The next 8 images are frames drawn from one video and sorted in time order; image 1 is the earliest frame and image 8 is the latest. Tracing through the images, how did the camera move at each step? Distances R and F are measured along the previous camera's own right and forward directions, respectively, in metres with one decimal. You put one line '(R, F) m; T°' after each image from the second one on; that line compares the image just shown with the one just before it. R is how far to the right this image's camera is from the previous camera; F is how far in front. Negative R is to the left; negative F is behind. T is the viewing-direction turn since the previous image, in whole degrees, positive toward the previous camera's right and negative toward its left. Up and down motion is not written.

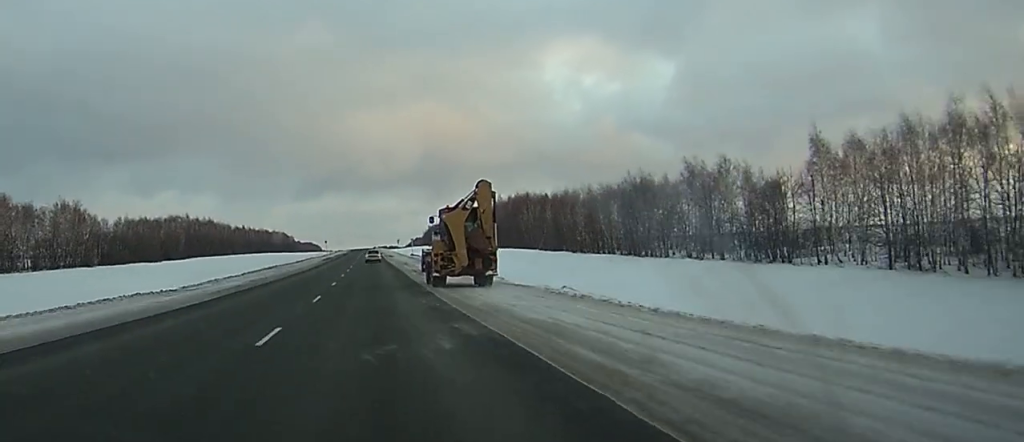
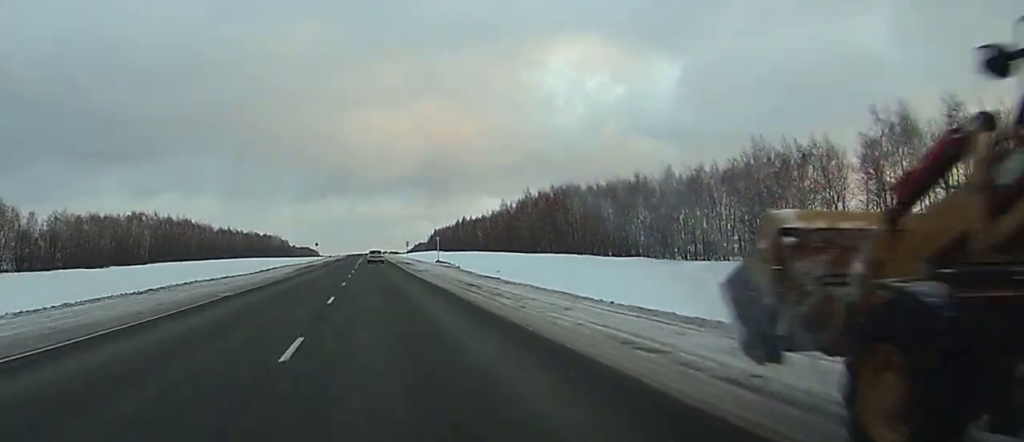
(-0.3, +49.7) m; 0°
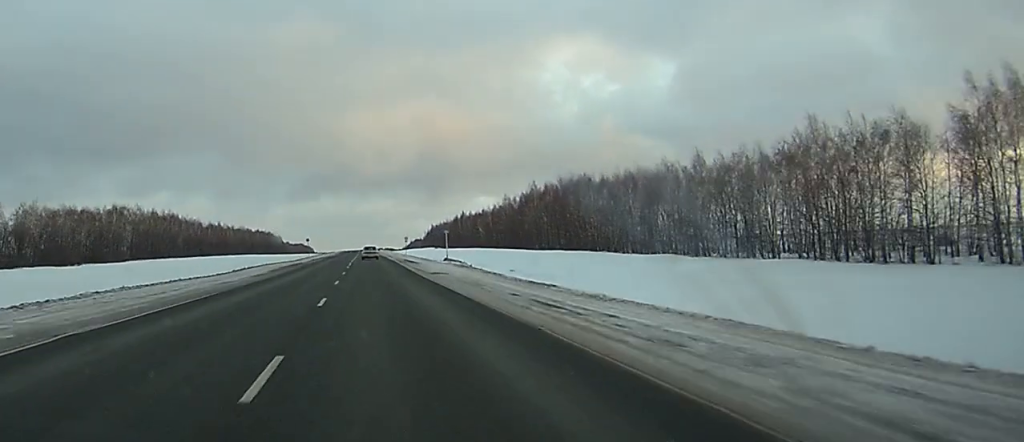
(0.0, +15.0) m; 0°
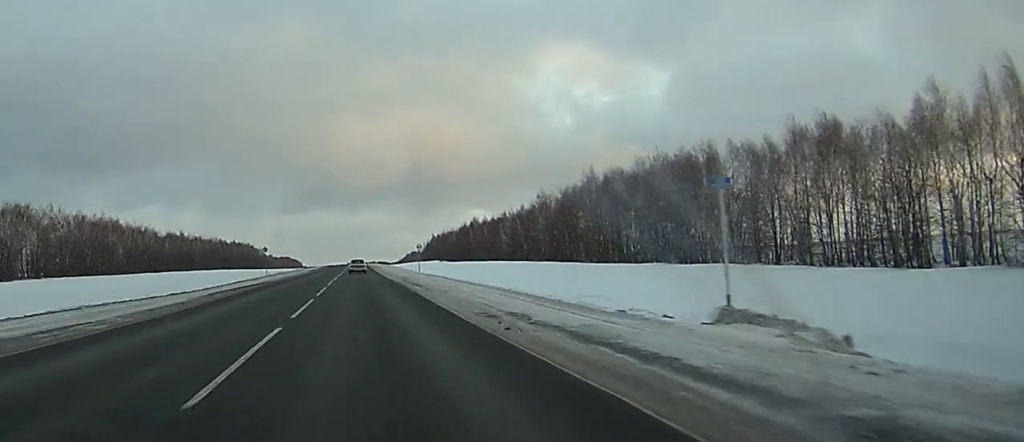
(+0.5, +65.4) m; +1°
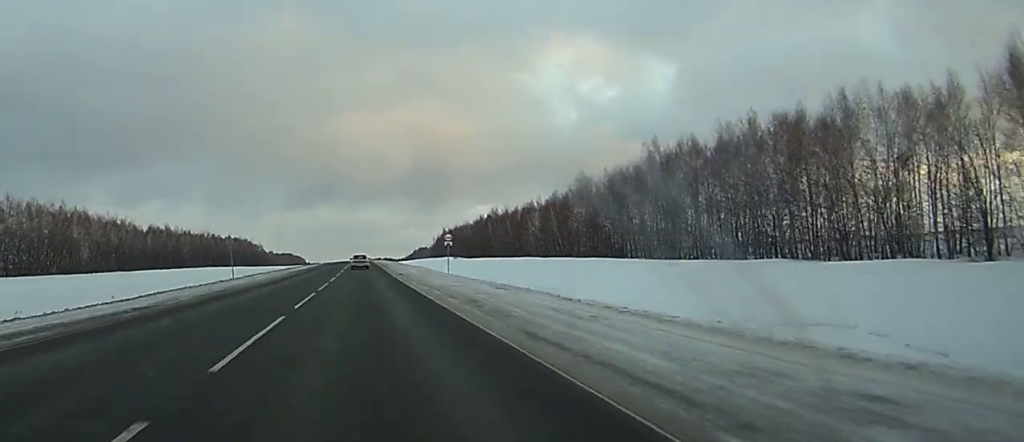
(0.0, +33.5) m; 0°
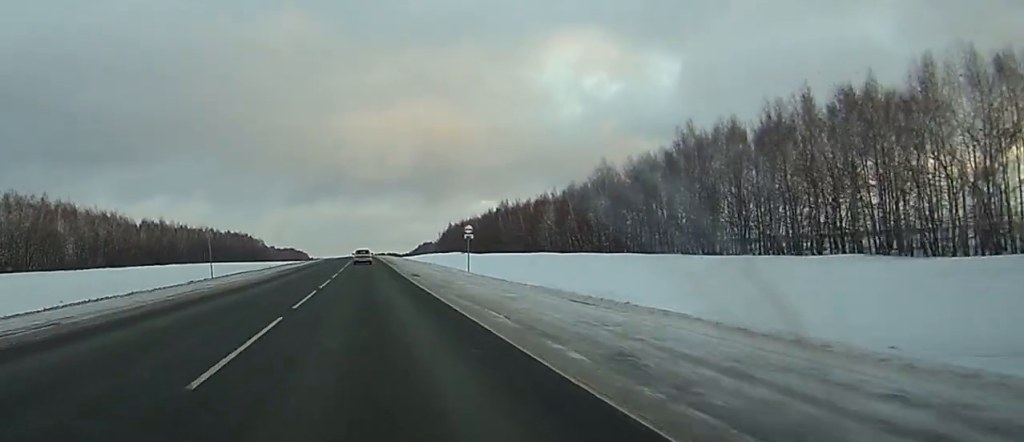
(0.0, +13.2) m; 0°
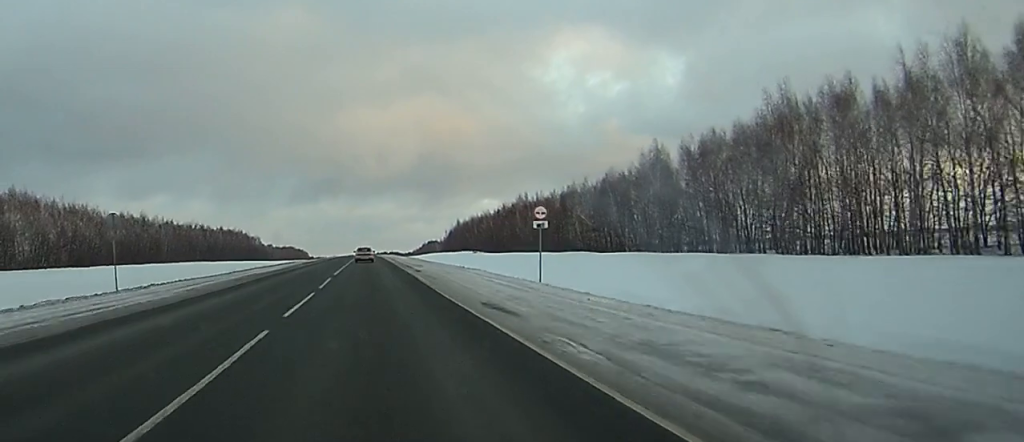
(0.0, +27.4) m; 0°
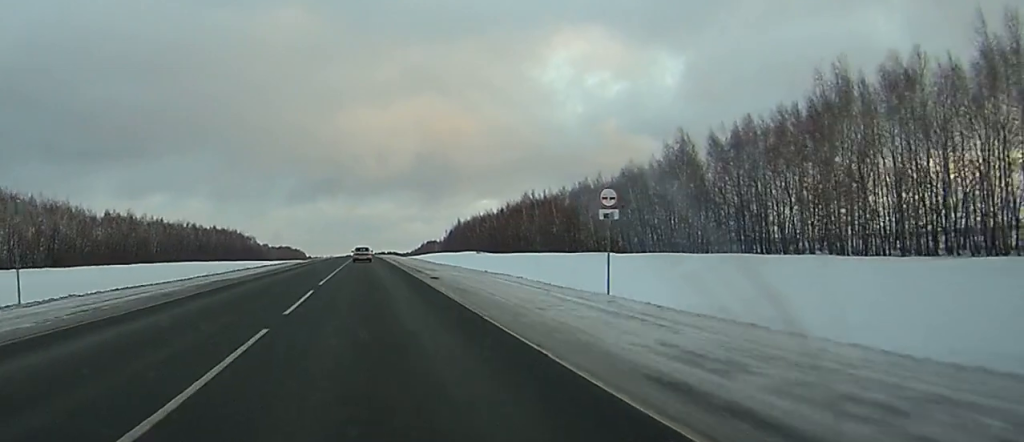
(0.0, +12.2) m; 0°
